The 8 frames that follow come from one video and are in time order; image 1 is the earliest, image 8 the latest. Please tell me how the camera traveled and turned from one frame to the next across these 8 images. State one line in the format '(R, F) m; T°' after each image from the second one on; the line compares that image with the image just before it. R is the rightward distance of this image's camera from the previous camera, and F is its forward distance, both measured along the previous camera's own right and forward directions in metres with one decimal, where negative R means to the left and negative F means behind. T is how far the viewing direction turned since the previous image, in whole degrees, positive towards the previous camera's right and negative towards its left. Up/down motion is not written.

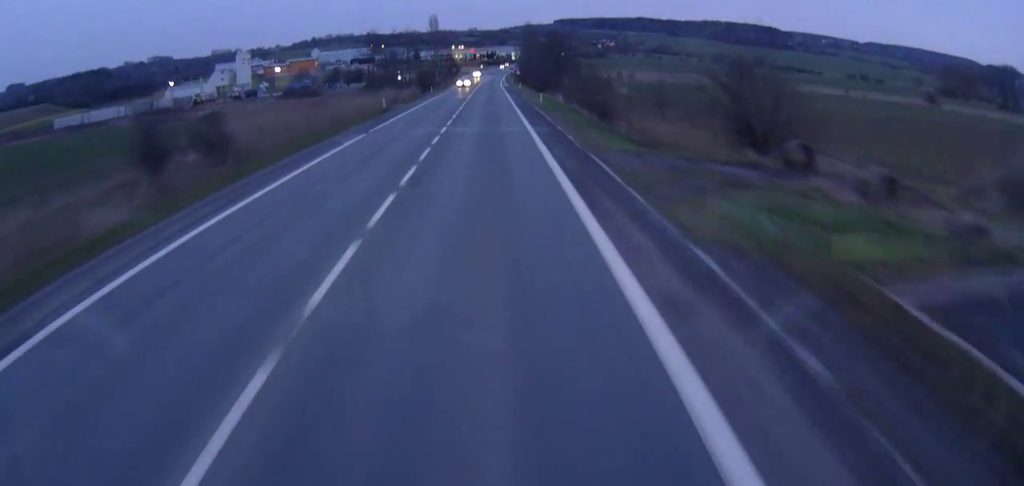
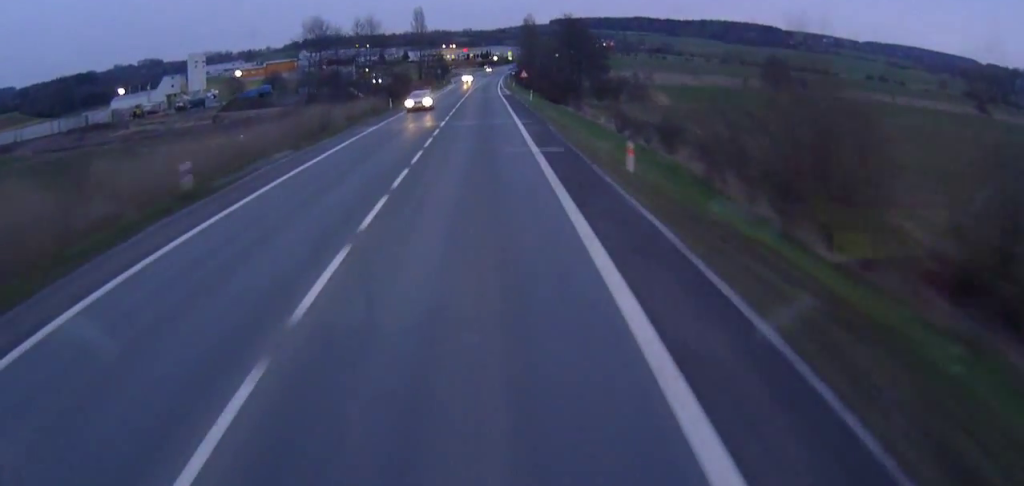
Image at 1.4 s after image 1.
(-0.2, +36.9) m; 0°
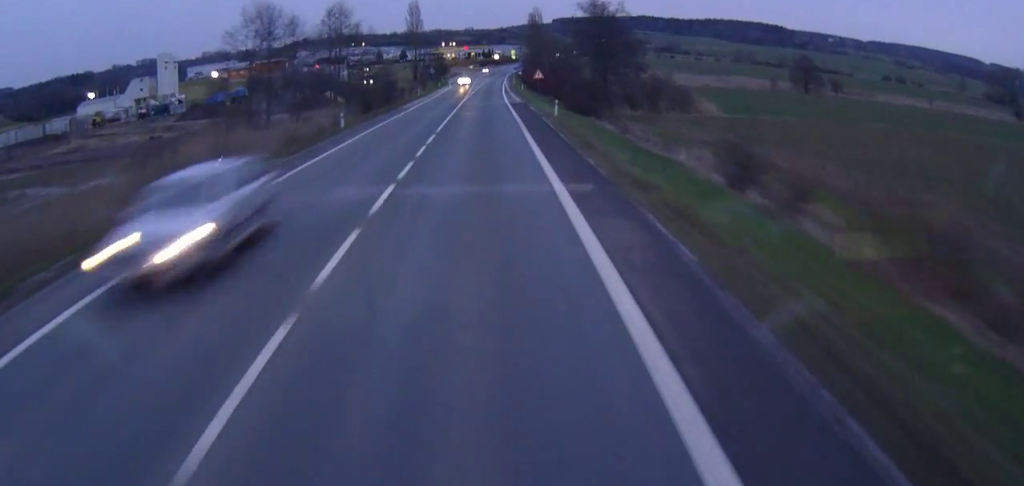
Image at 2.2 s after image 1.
(+0.4, +21.8) m; +1°
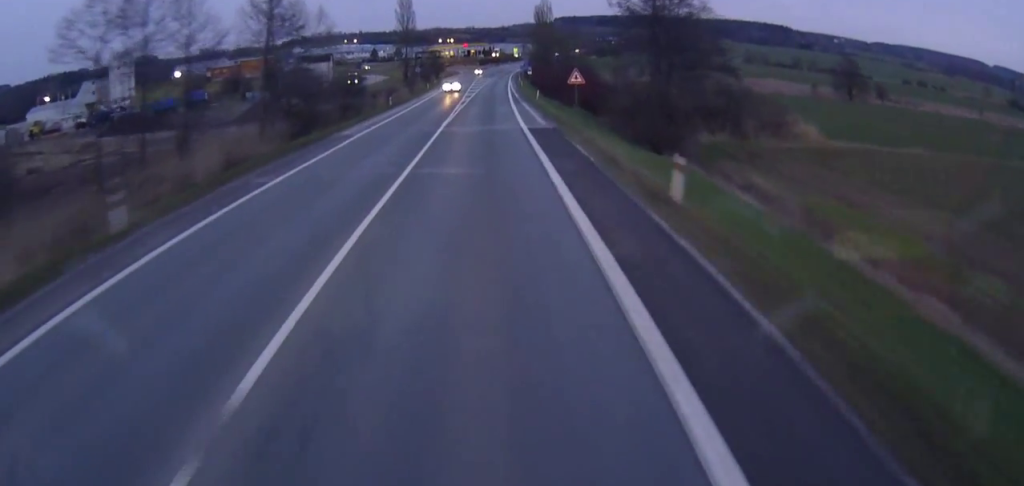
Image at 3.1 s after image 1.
(0.0, +26.4) m; -1°
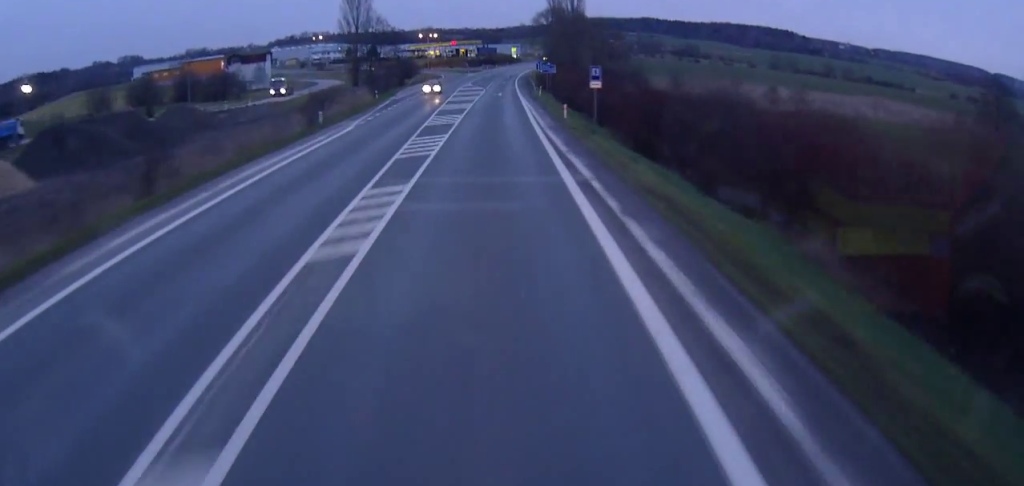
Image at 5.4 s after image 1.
(-0.7, +62.7) m; -1°
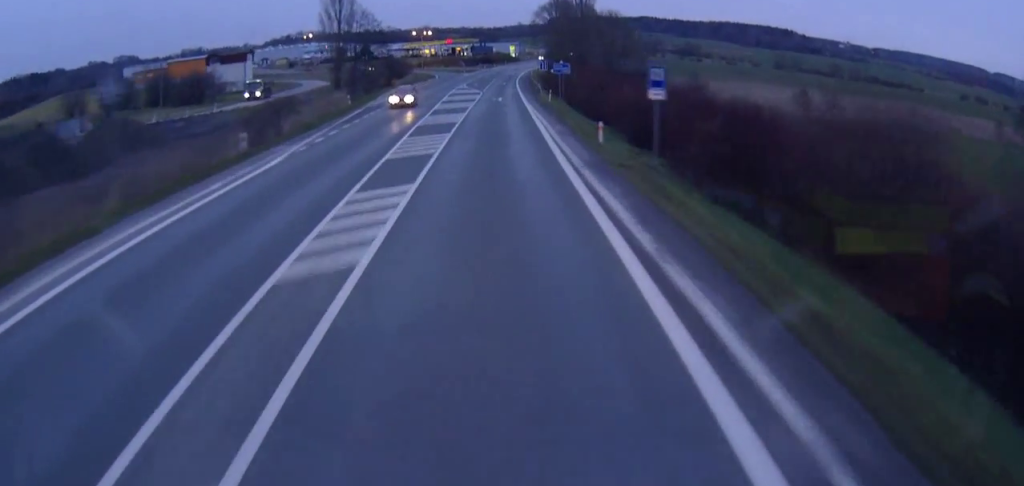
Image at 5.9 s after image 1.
(-0.1, +12.8) m; 0°
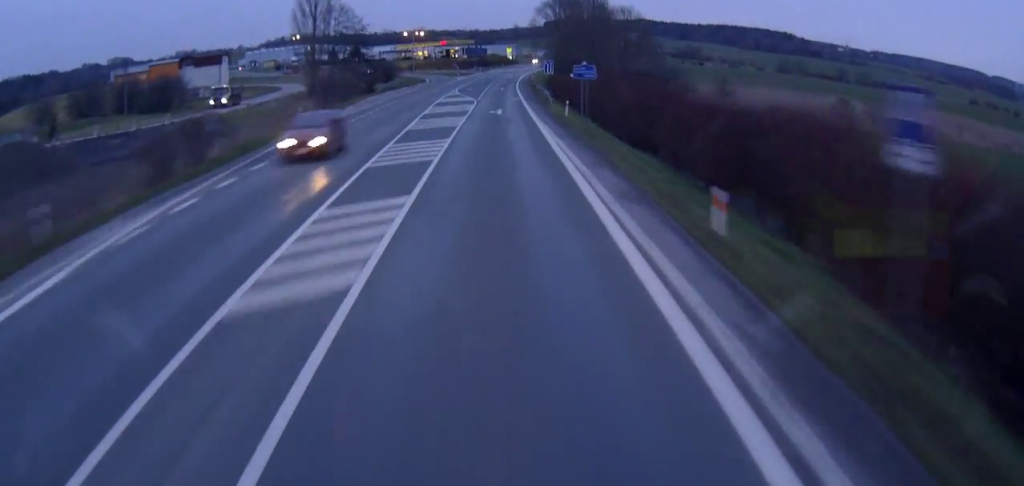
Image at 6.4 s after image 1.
(0.0, +13.7) m; 0°
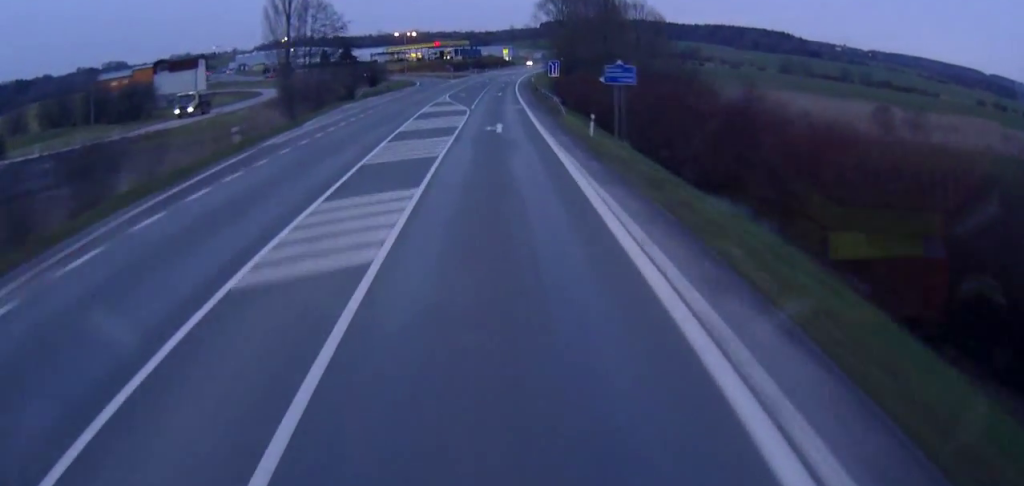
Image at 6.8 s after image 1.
(+0.1, +11.0) m; 0°
